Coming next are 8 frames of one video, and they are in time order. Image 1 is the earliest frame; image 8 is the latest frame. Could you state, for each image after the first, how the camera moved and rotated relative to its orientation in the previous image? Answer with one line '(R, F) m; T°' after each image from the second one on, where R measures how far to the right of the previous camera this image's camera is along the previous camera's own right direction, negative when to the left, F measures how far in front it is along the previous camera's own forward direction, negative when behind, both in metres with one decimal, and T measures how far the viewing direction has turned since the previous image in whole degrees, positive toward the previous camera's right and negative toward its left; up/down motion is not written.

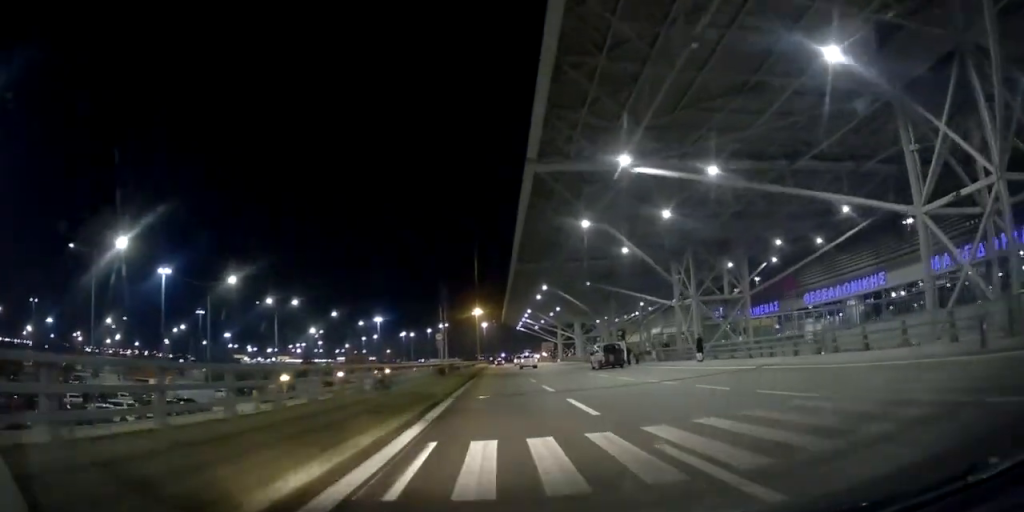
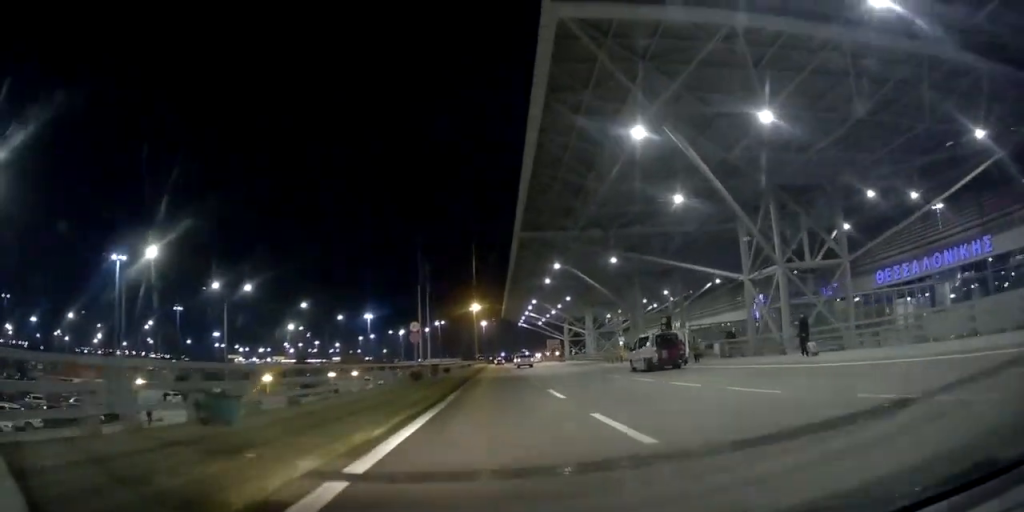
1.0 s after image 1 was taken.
(+0.4, +13.7) m; 0°
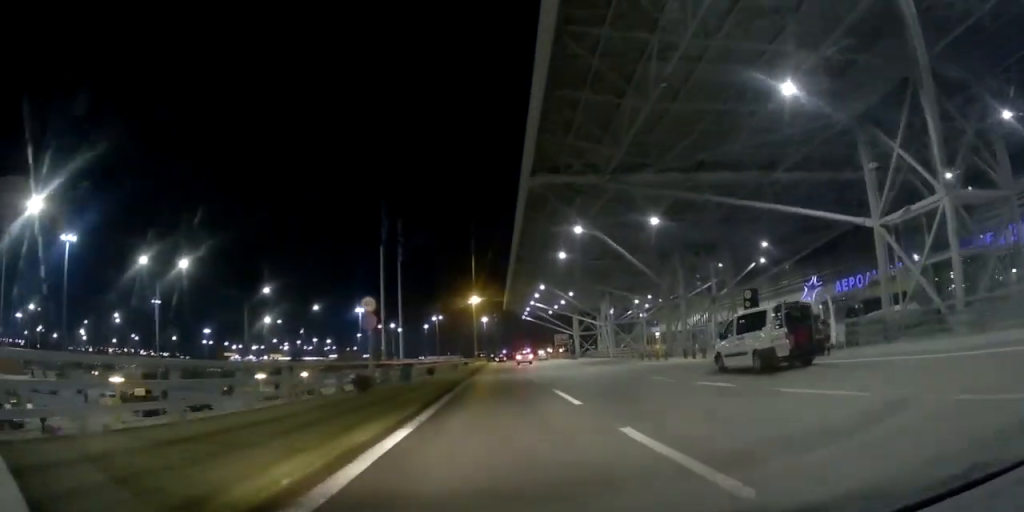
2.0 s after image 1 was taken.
(-0.3, +13.0) m; -3°
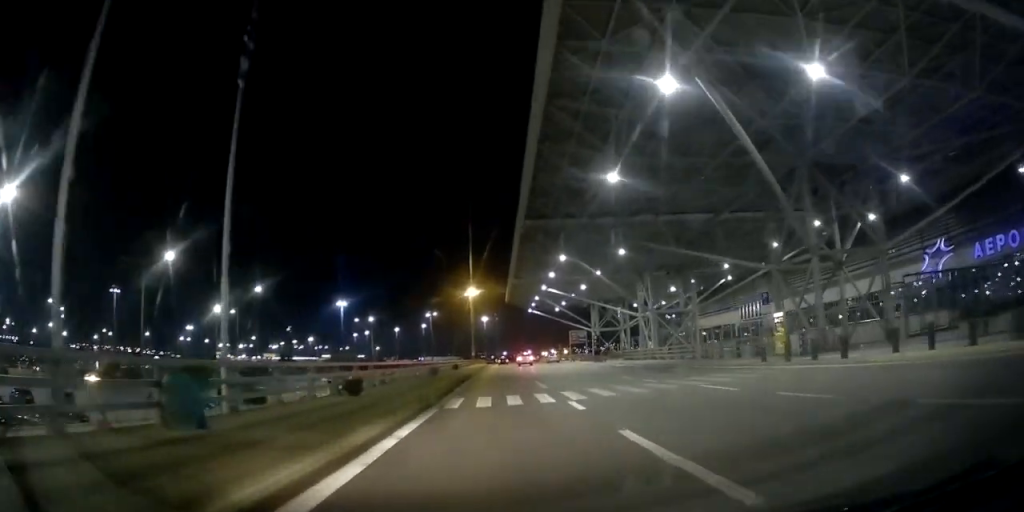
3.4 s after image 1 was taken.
(-0.3, +20.5) m; 0°
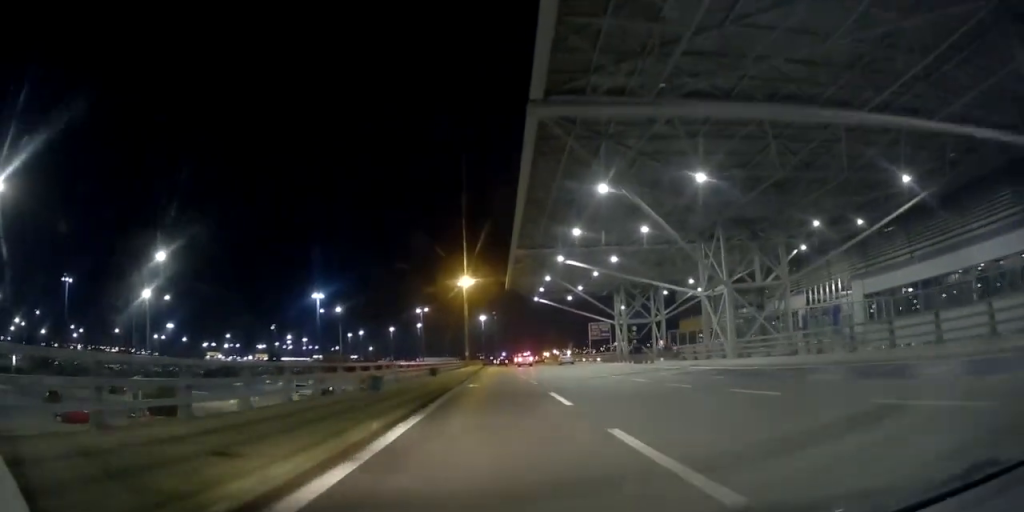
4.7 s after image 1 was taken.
(0.0, +18.7) m; +1°
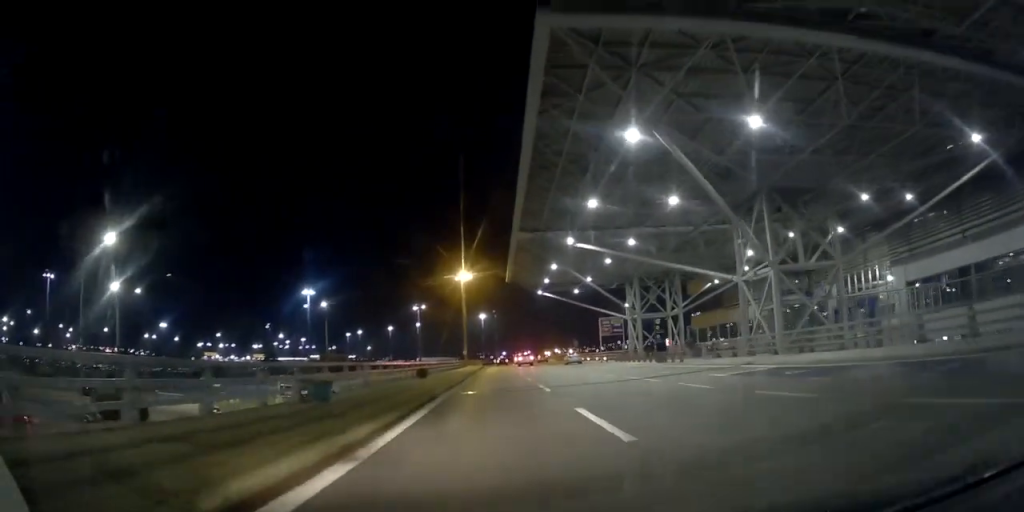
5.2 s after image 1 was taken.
(0.0, +6.6) m; +1°
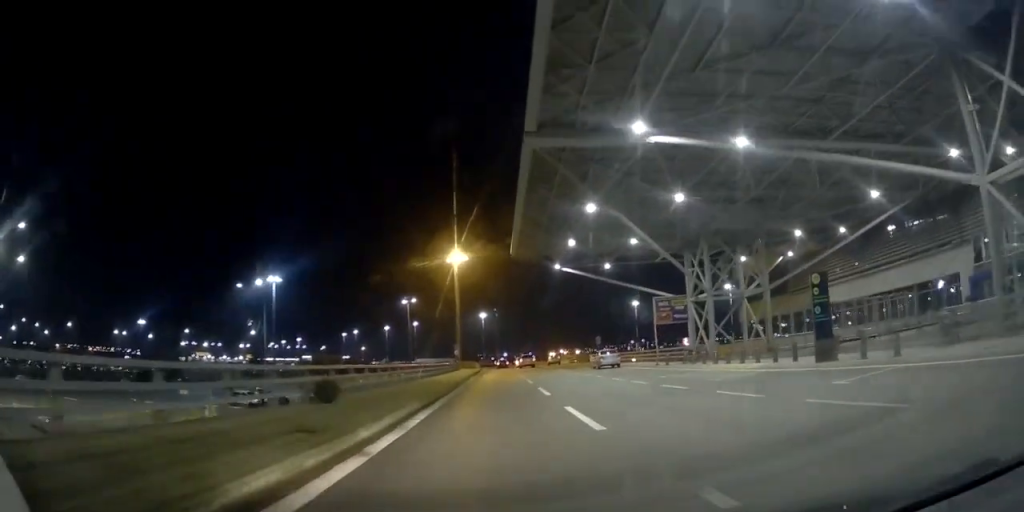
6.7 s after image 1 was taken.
(+0.5, +20.1) m; +1°
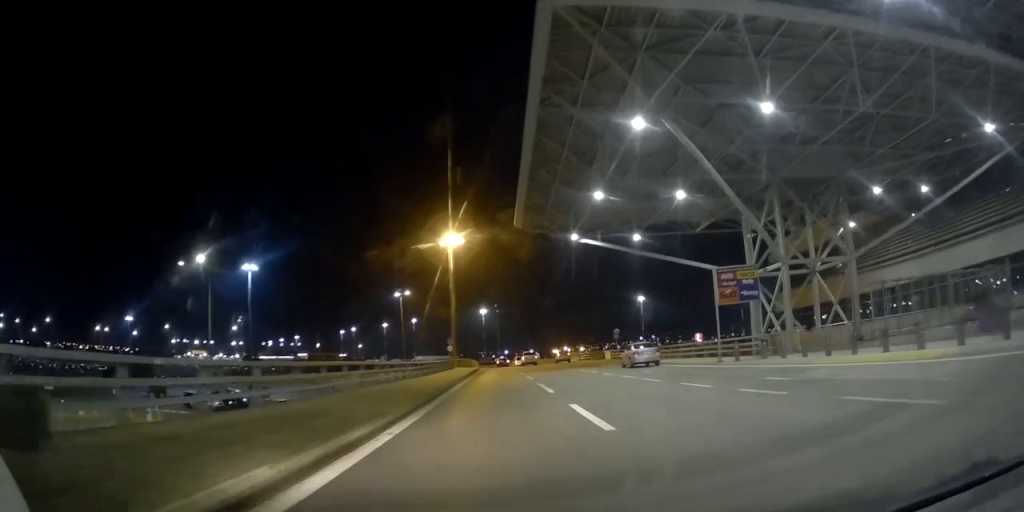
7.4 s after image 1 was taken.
(-0.1, +11.2) m; +2°
